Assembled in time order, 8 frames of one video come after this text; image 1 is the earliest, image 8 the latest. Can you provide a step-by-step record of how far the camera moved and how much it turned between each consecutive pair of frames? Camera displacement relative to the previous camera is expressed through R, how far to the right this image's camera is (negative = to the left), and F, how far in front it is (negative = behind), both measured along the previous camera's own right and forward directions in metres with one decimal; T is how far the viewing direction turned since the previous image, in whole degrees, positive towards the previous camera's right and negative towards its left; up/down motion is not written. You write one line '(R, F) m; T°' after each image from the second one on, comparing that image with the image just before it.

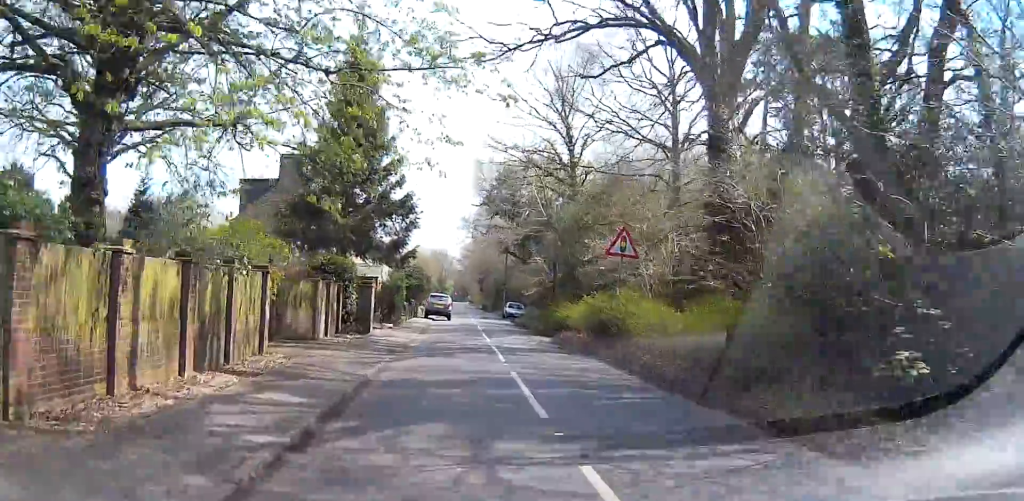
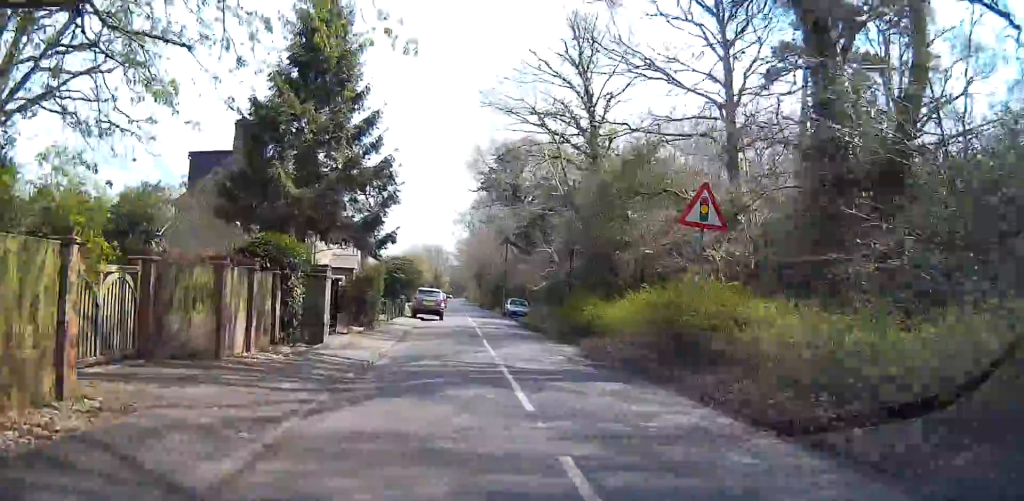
(0.0, +8.3) m; 0°
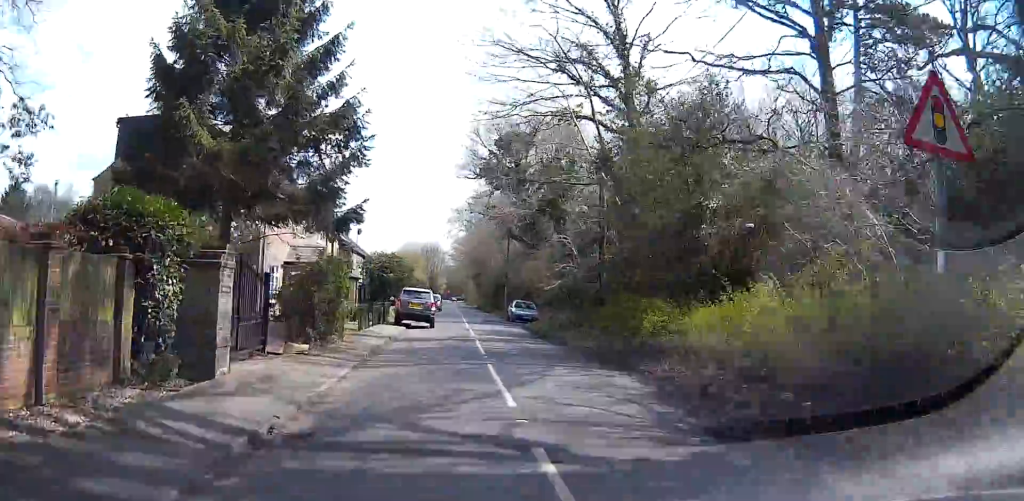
(0.0, +8.3) m; 0°
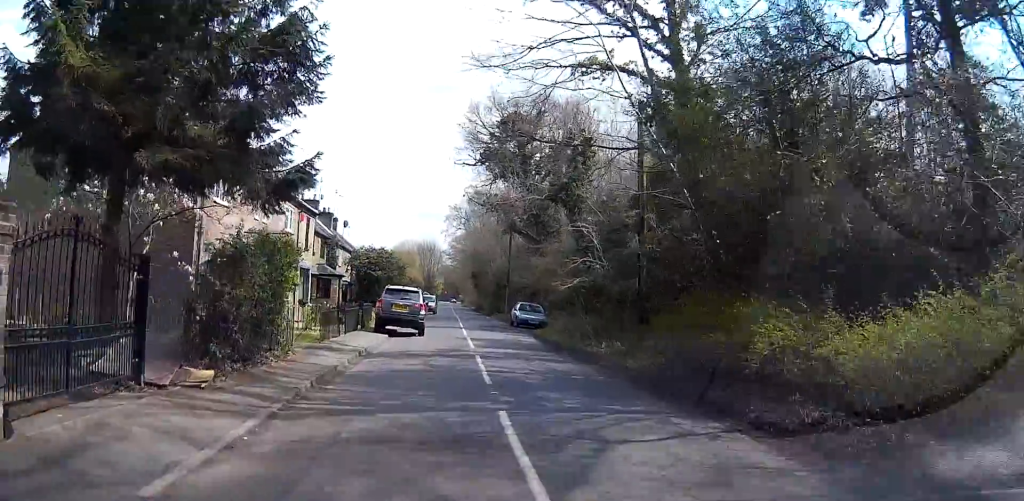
(0.0, +6.4) m; 0°
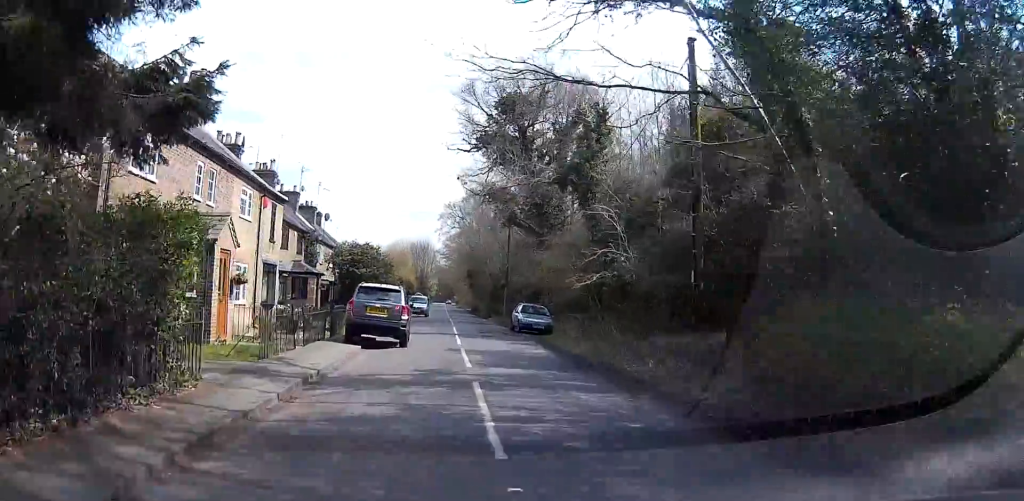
(0.0, +5.5) m; -1°
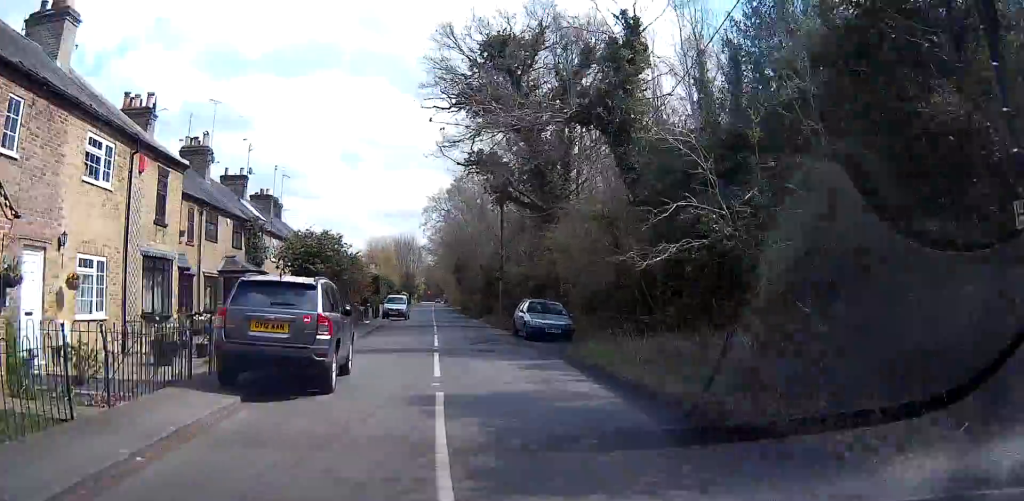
(-0.1, +10.3) m; -2°
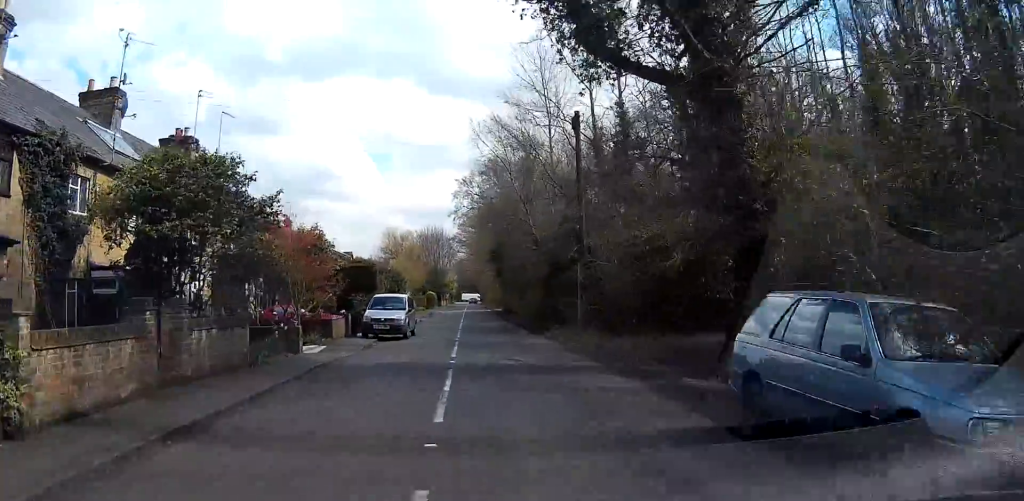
(-0.6, +21.8) m; -1°
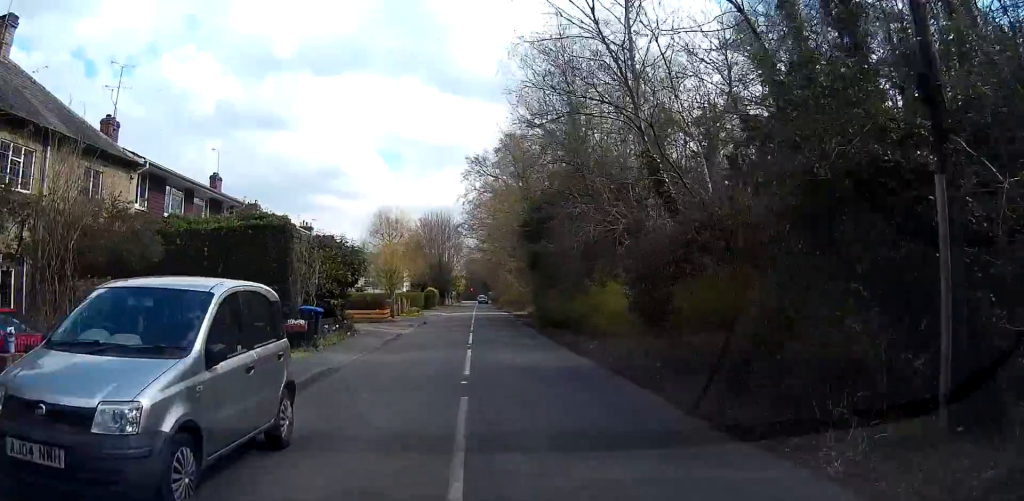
(0.0, +20.5) m; 0°
